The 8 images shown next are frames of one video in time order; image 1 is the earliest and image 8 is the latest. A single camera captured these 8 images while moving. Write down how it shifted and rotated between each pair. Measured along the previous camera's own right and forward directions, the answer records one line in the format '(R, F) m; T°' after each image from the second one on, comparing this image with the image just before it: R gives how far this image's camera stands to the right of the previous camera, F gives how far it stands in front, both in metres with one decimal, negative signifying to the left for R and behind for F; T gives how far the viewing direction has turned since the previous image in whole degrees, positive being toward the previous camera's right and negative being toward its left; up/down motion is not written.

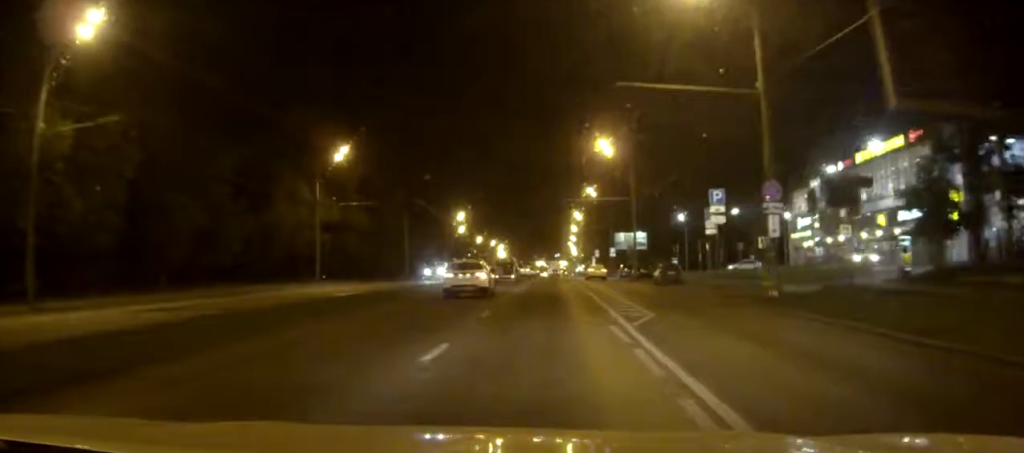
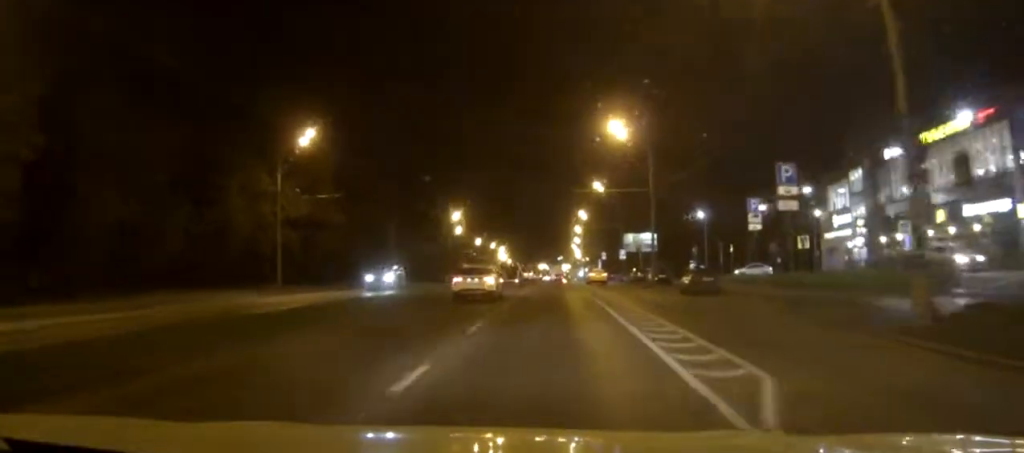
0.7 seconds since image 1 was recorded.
(0.0, +10.2) m; 0°
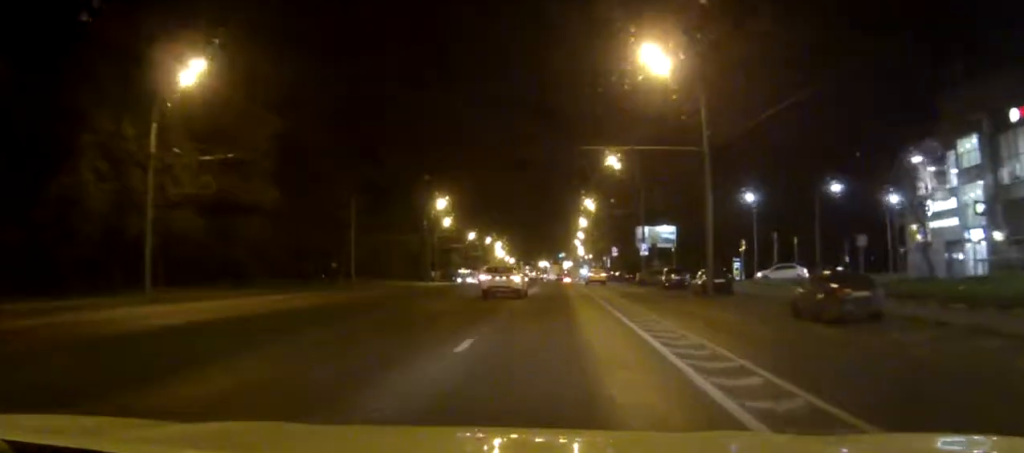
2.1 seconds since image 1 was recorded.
(0.0, +19.6) m; 0°
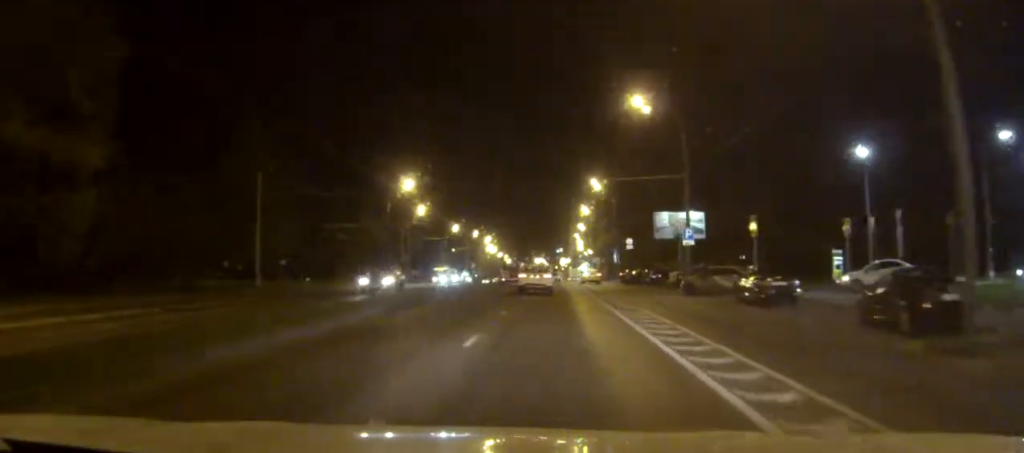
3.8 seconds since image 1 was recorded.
(0.0, +23.7) m; 0°
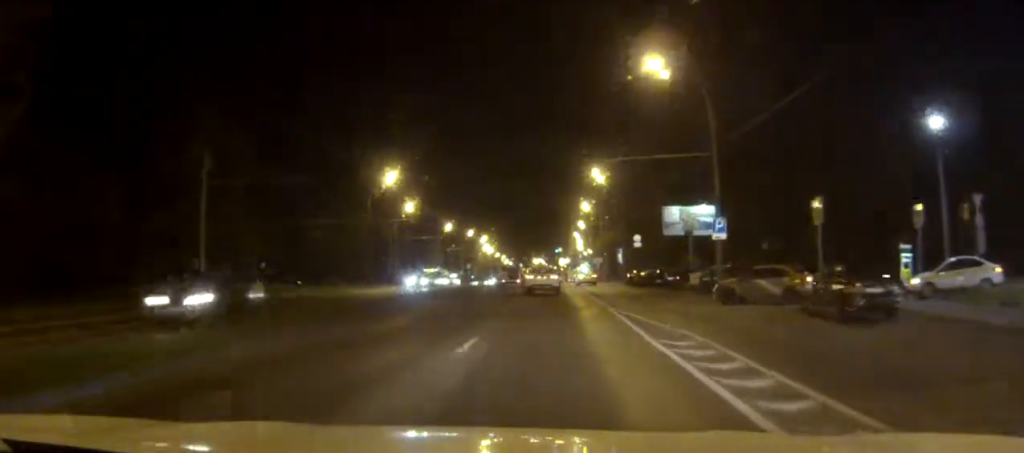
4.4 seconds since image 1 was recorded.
(0.0, +8.6) m; 0°
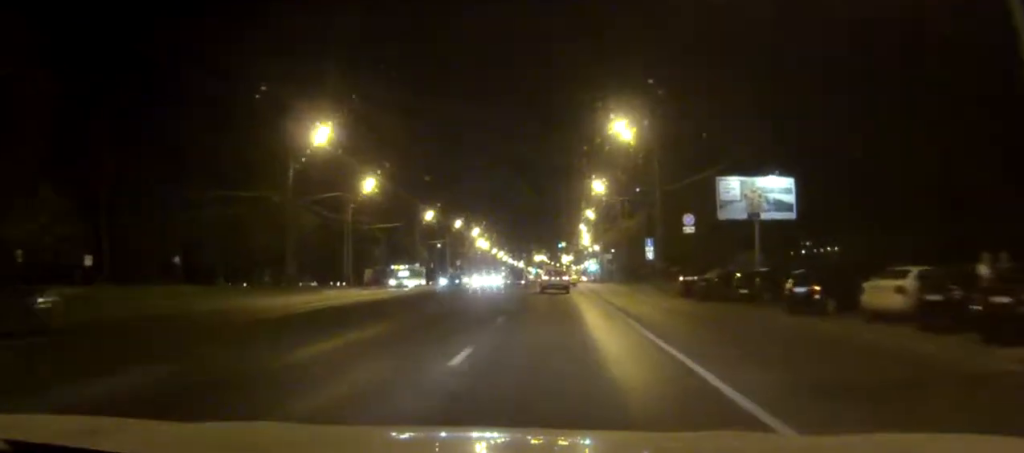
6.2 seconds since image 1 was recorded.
(0.0, +25.7) m; 0°
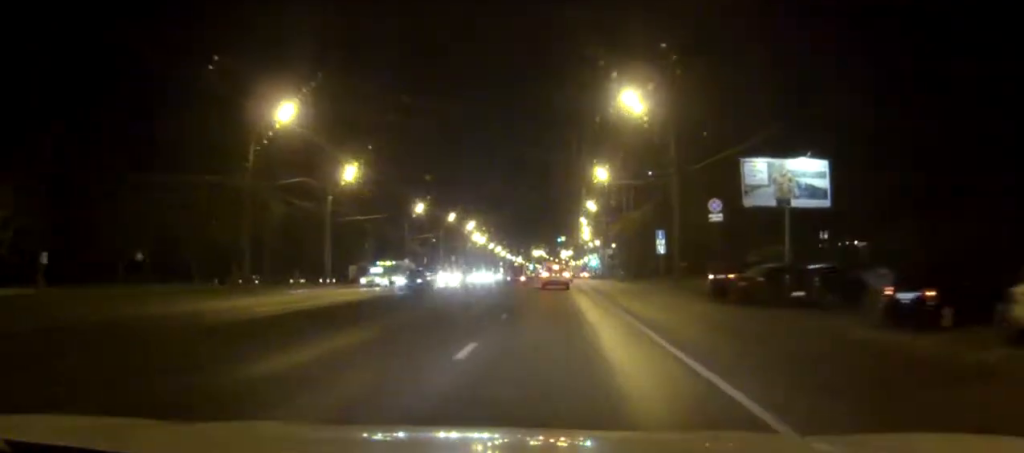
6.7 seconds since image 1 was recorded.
(0.0, +7.6) m; 0°
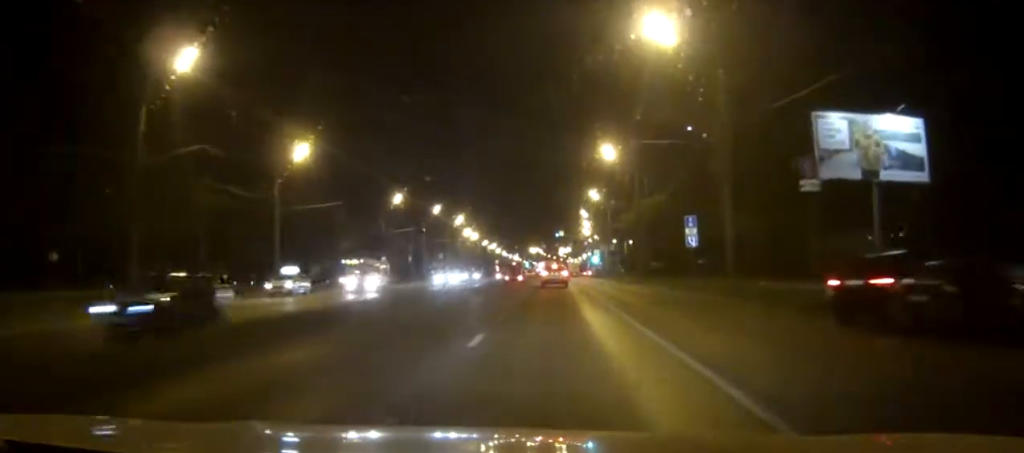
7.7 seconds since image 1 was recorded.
(0.0, +14.3) m; 0°
